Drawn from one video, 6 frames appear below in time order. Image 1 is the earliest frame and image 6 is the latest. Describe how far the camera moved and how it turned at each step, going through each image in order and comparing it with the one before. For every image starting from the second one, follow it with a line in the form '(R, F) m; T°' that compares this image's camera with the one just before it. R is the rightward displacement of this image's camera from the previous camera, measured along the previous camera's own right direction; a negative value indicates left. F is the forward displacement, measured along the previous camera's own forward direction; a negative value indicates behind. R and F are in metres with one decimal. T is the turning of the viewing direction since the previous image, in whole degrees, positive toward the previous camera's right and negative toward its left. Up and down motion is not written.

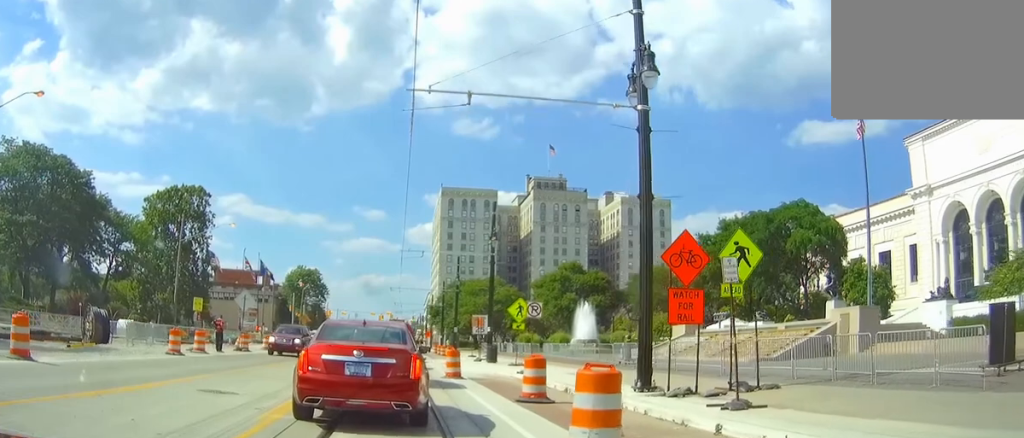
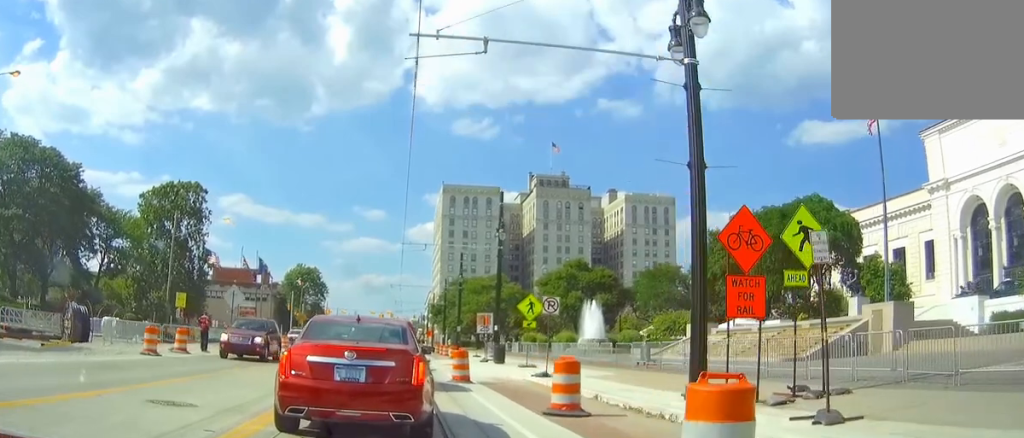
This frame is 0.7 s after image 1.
(-0.1, +2.9) m; -3°
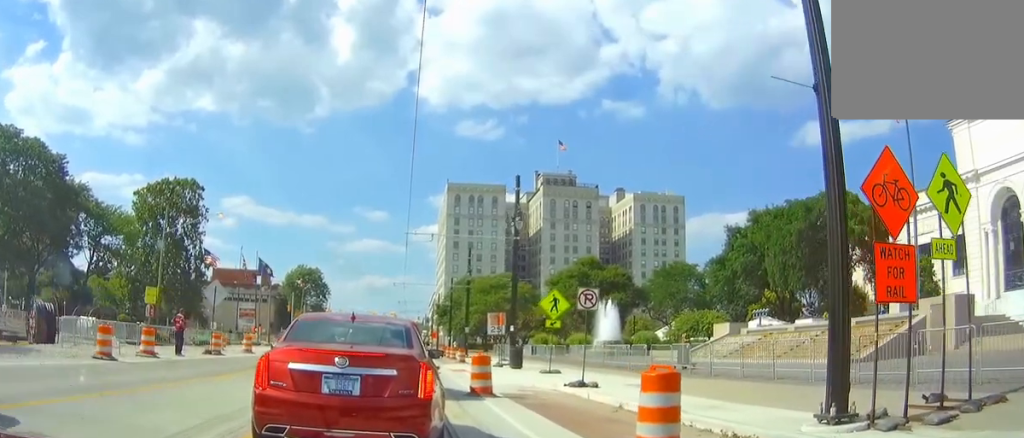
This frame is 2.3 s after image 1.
(-0.1, +4.8) m; -2°
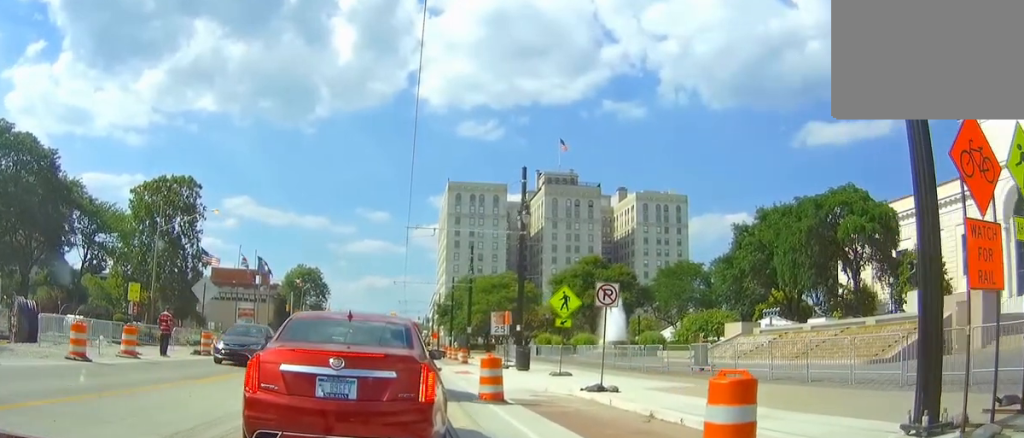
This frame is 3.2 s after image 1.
(0.0, +1.7) m; 0°
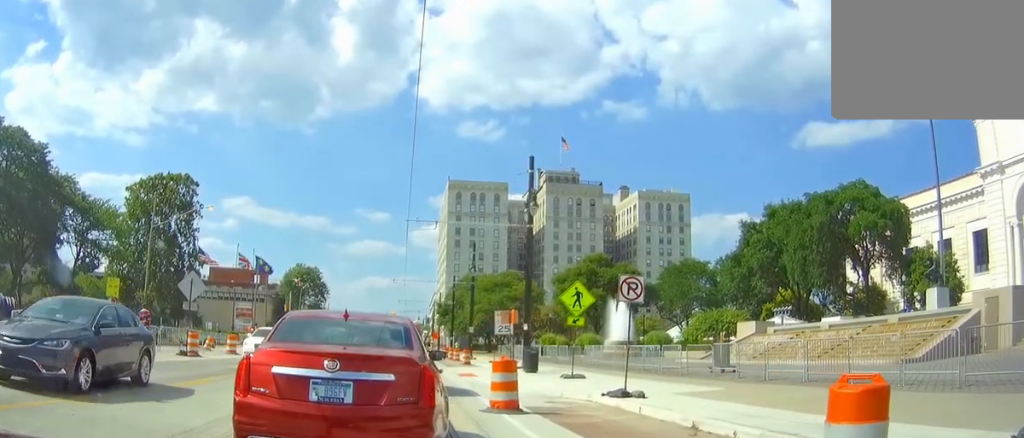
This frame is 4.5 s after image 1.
(0.0, +1.7) m; 0°
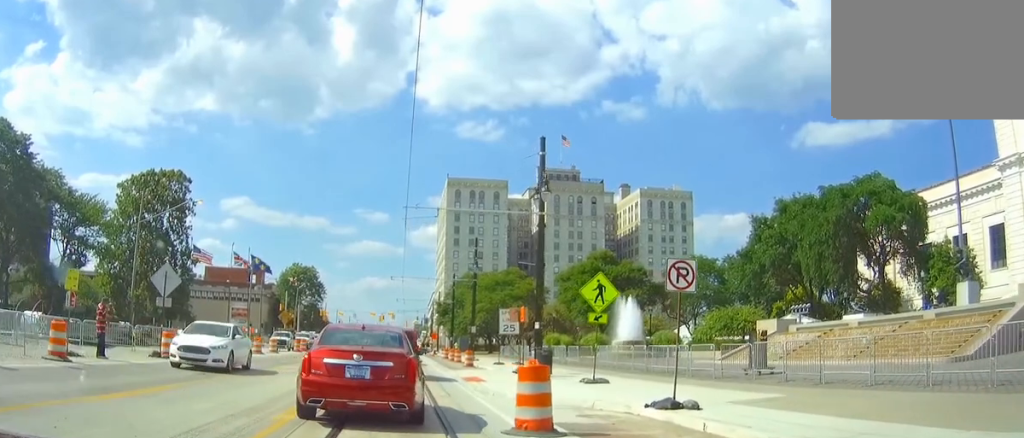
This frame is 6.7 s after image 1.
(0.0, +3.1) m; +3°
